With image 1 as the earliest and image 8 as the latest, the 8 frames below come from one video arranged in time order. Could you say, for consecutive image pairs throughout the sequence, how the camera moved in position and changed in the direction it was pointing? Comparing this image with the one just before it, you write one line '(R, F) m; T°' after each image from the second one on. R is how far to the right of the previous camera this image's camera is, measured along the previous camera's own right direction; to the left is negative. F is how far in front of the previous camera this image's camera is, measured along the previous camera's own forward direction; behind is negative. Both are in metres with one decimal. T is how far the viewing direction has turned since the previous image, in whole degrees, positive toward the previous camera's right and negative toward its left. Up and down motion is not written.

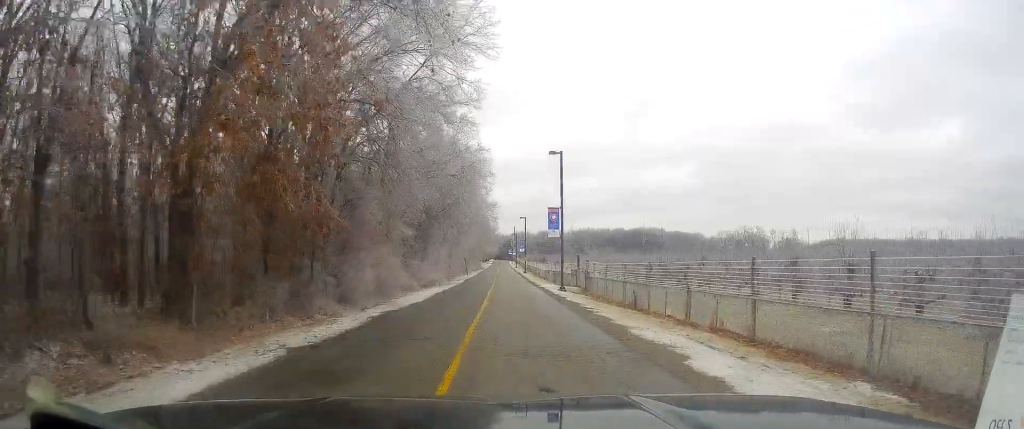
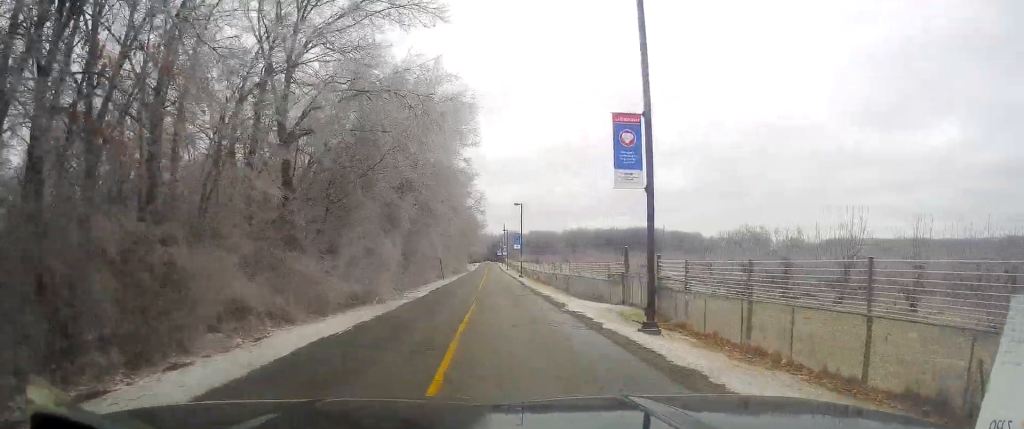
(+0.6, +20.7) m; +2°
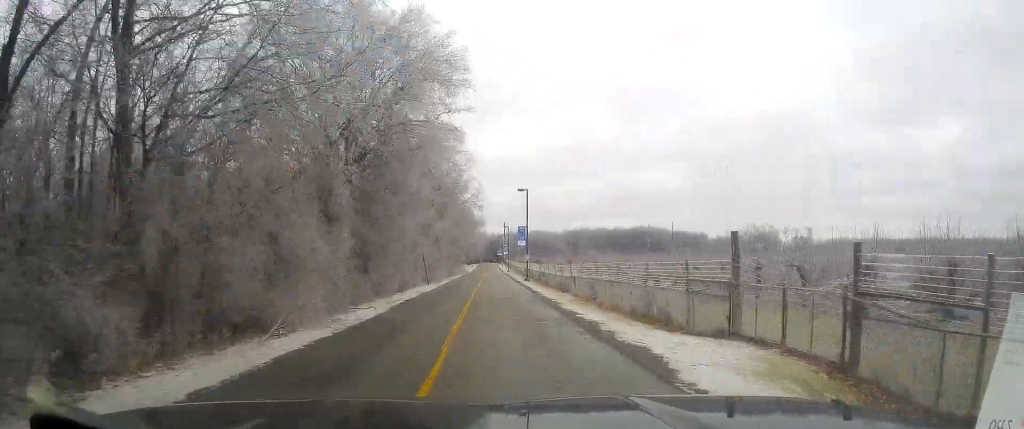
(-0.3, +13.4) m; +2°
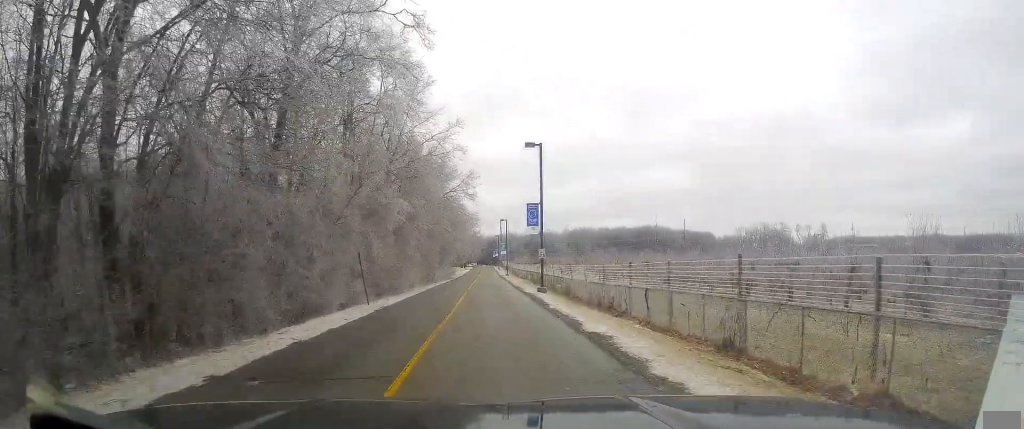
(+0.6, +22.3) m; 0°
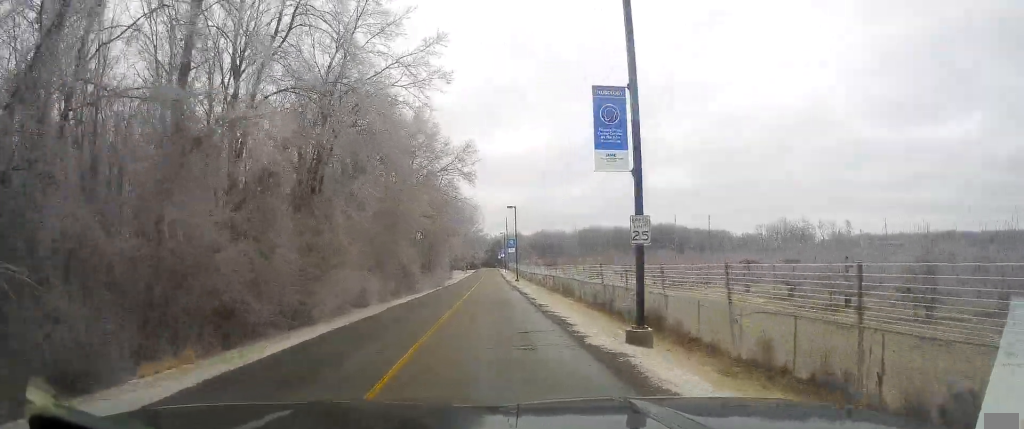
(+0.1, +23.4) m; +1°
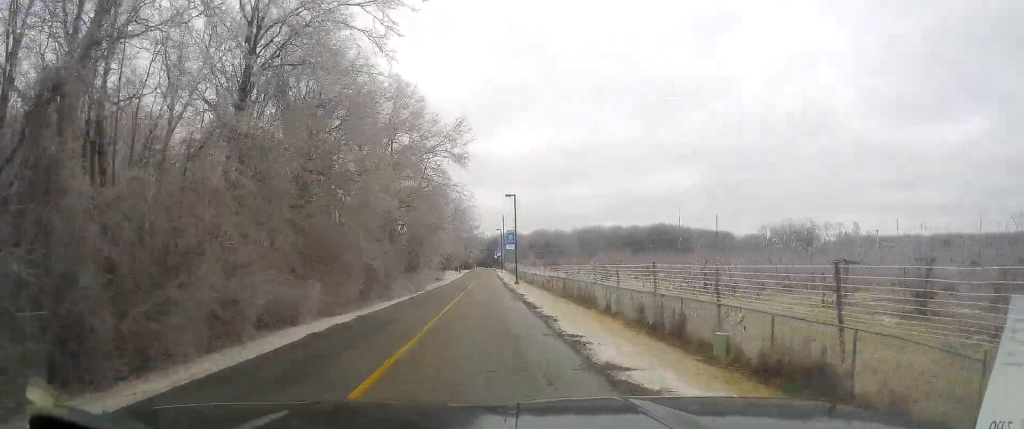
(0.0, +11.9) m; 0°
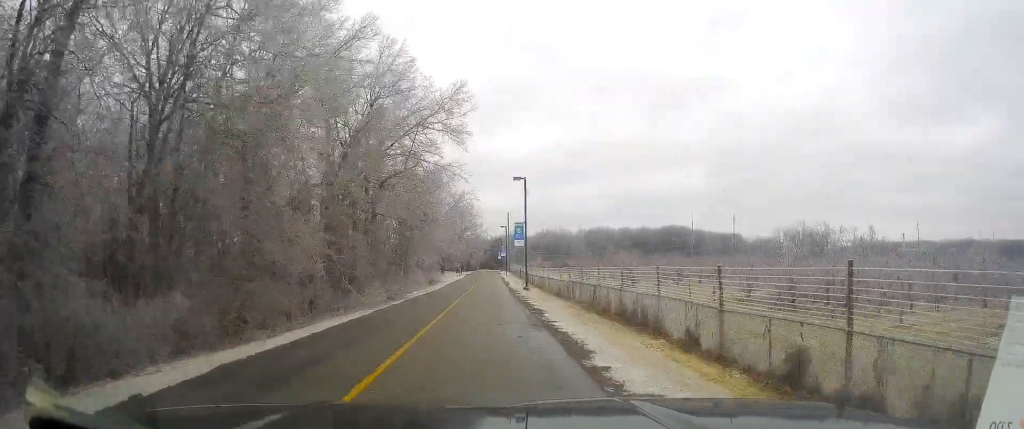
(-0.2, +12.6) m; 0°
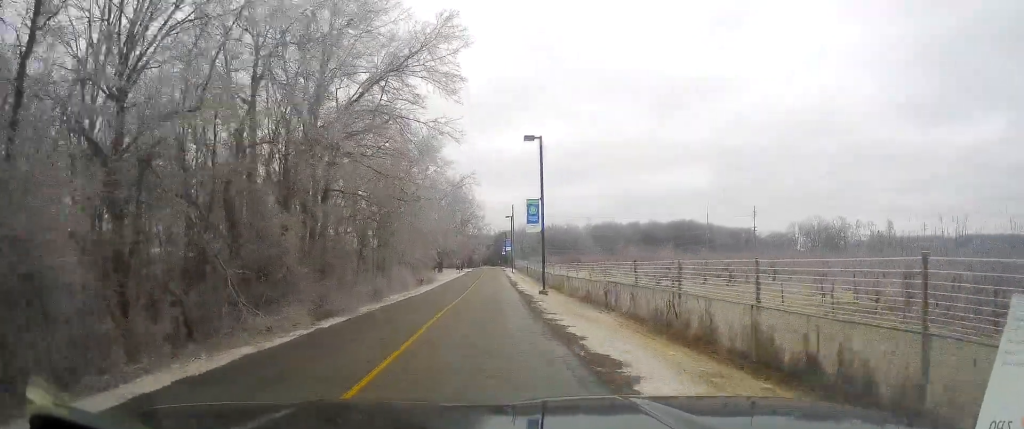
(+0.3, +14.5) m; -1°
